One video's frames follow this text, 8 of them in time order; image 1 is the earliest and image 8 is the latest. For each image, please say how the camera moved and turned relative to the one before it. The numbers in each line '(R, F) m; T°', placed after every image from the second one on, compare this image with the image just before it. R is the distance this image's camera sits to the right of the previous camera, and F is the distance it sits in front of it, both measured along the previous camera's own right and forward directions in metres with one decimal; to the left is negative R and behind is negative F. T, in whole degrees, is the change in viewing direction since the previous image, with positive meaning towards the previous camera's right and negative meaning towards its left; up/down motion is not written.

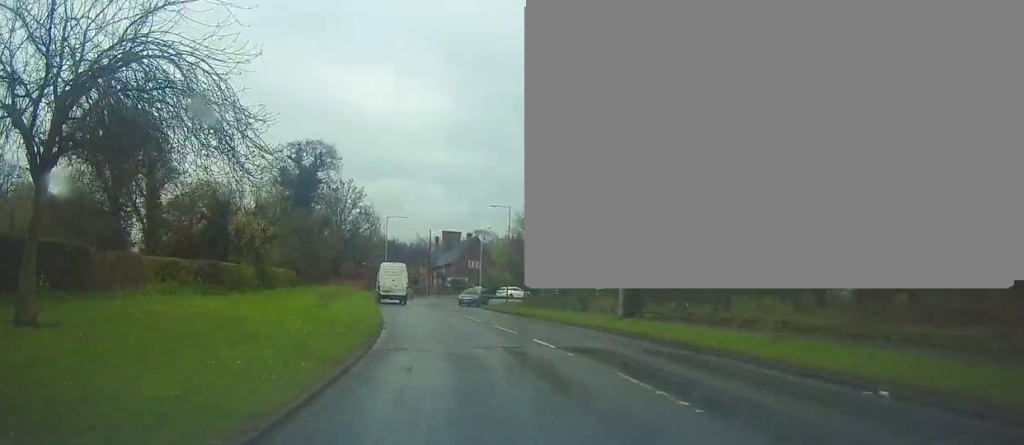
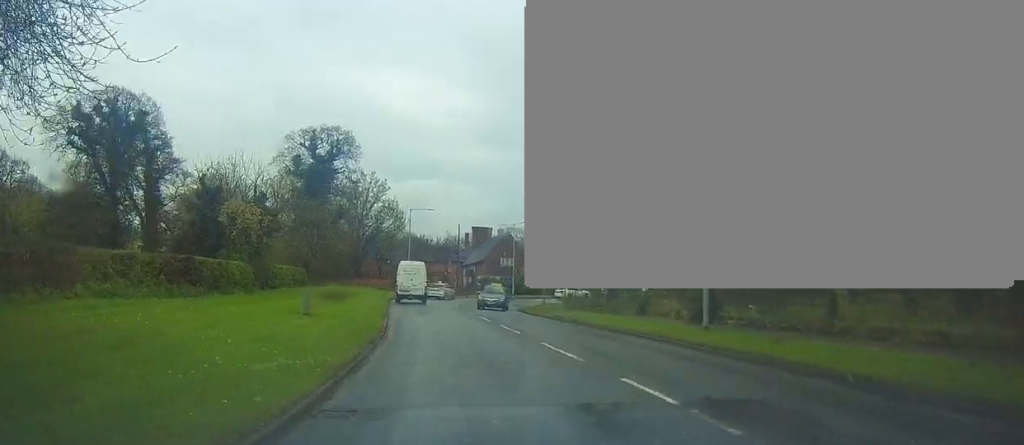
(+0.1, +6.4) m; -3°
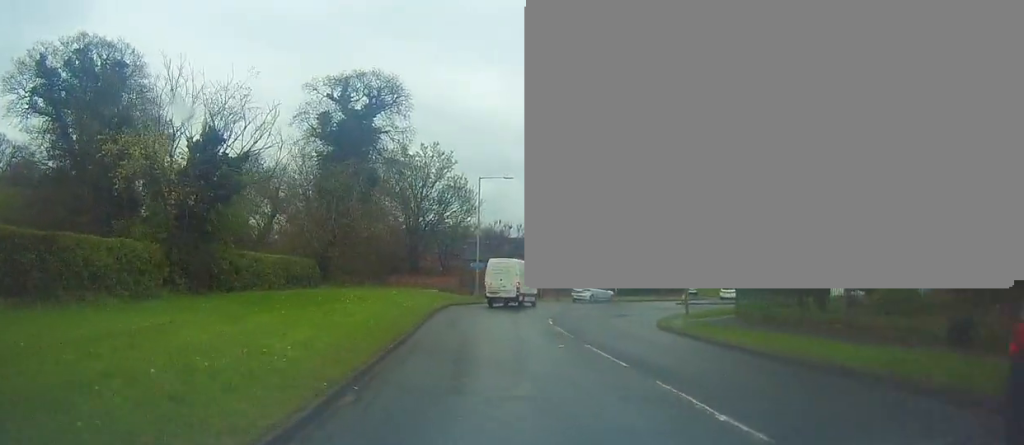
(-1.3, +17.8) m; -3°
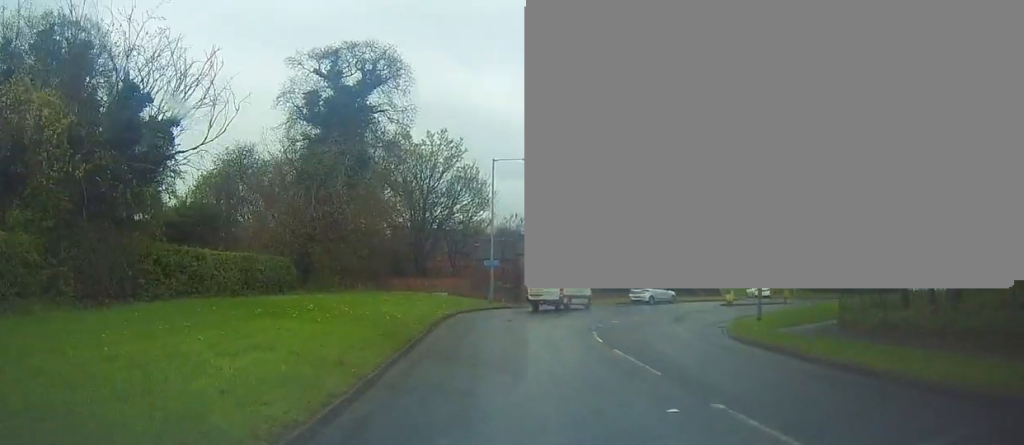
(+0.2, +7.0) m; -2°
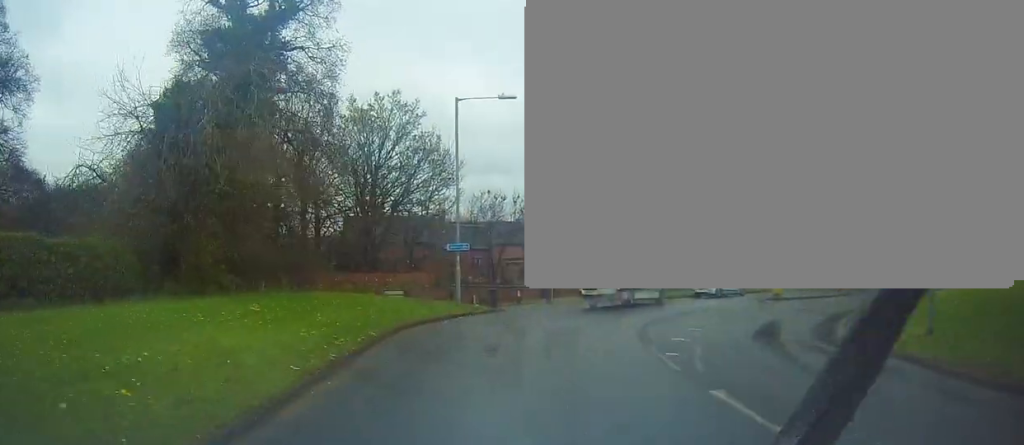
(-0.7, +11.9) m; -1°
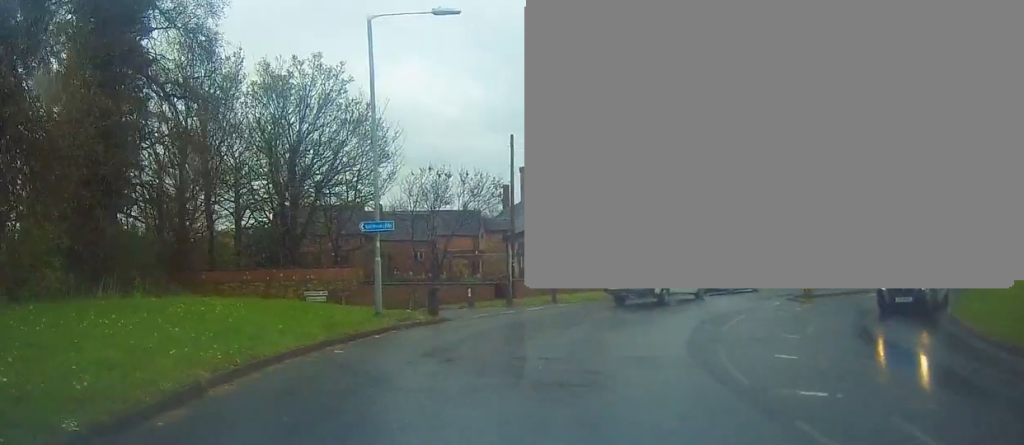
(+0.8, +8.7) m; +7°
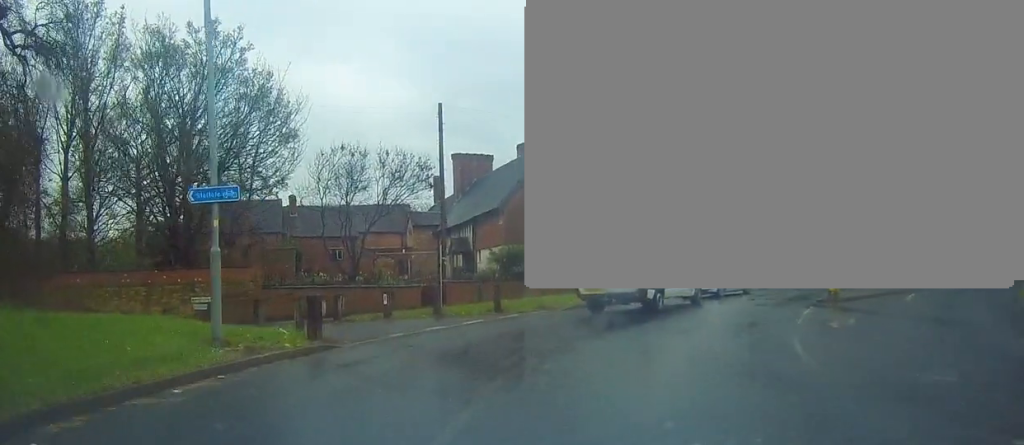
(+0.2, +7.1) m; +2°
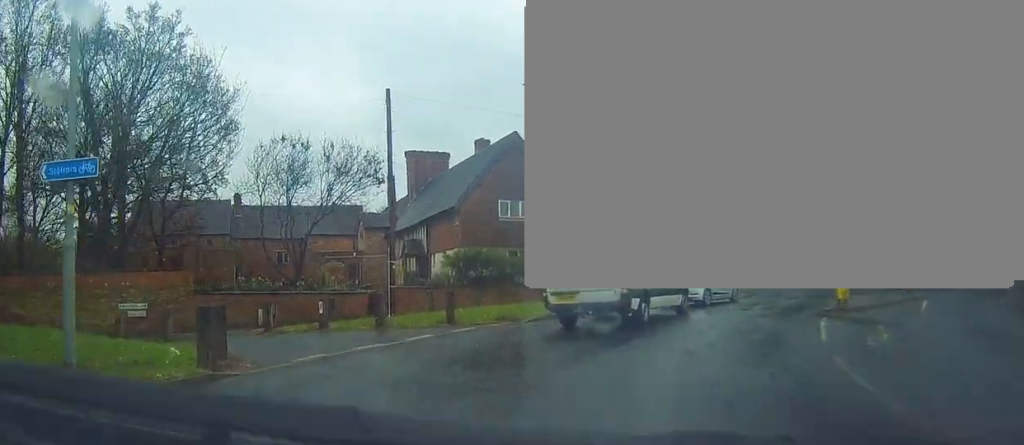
(-0.2, +3.4) m; +3°
